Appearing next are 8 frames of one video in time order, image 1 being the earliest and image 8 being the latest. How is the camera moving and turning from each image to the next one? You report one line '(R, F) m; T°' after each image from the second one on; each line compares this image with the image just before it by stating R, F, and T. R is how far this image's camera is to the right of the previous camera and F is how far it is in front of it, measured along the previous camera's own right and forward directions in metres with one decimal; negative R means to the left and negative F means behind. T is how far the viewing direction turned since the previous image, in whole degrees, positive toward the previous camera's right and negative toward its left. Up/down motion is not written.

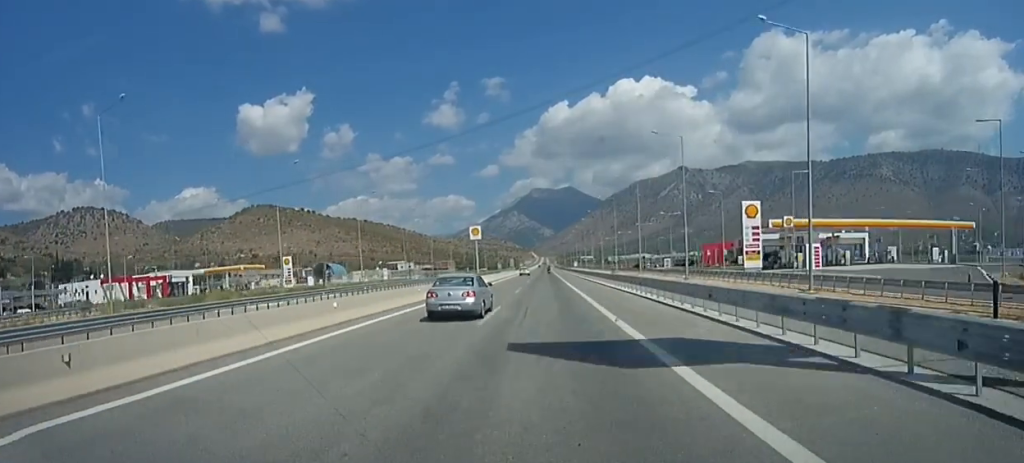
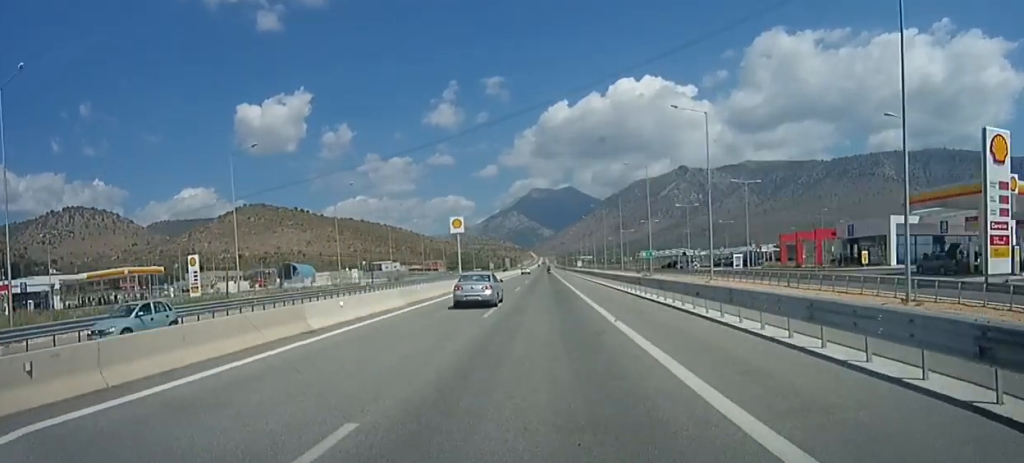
(-0.2, +32.5) m; 0°
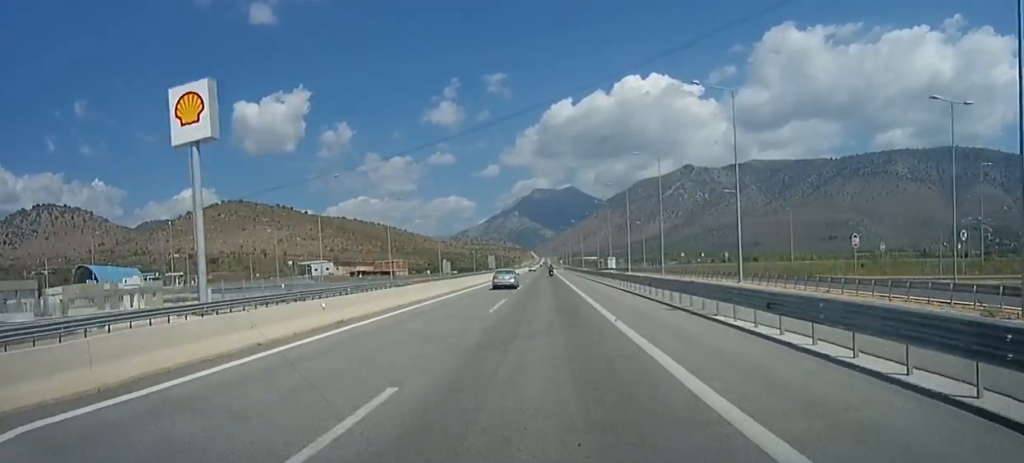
(-0.1, +105.7) m; 0°
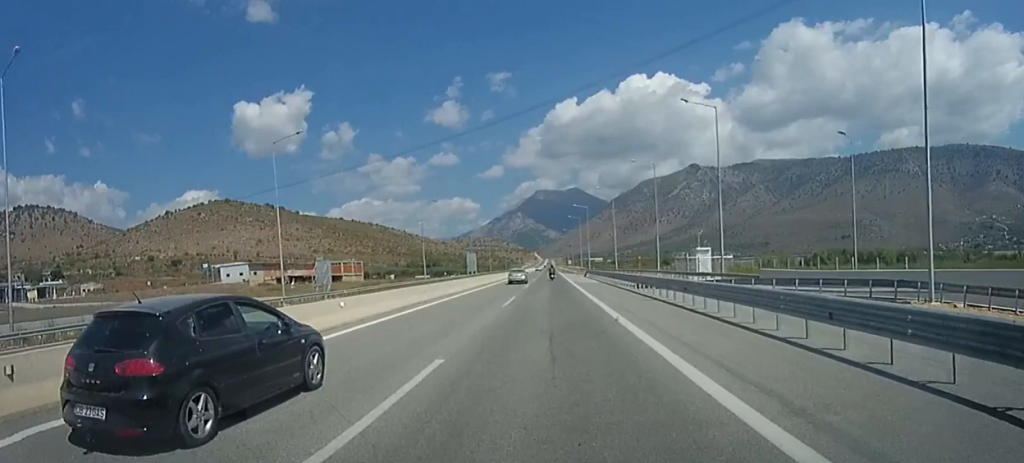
(+0.1, +70.6) m; -1°
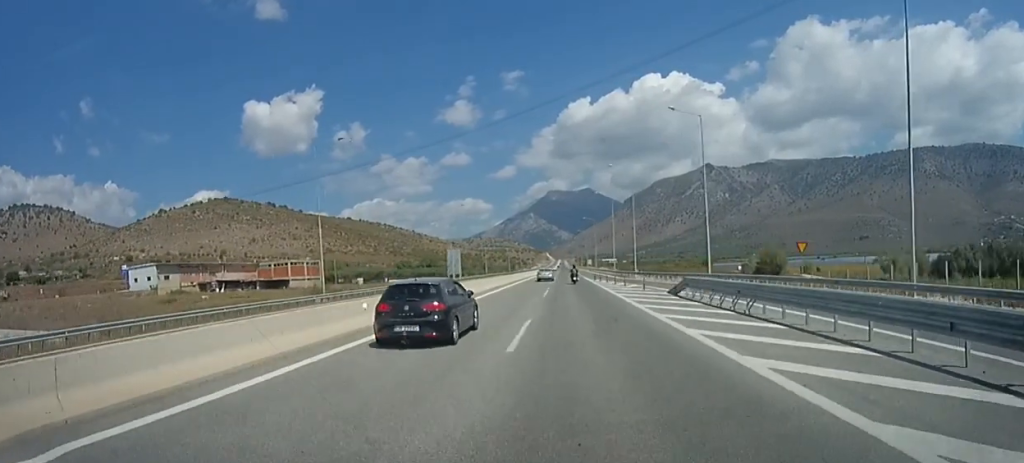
(-0.9, +48.2) m; 0°
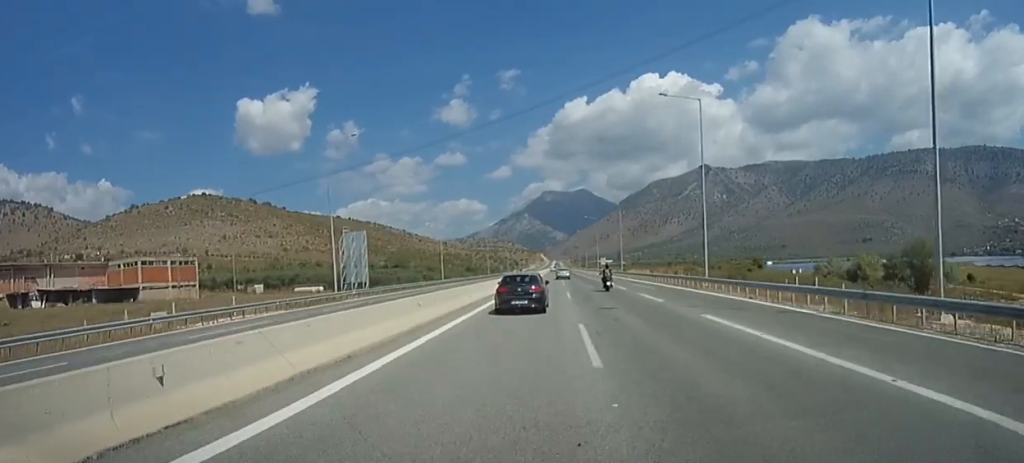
(+0.1, +56.3) m; +1°
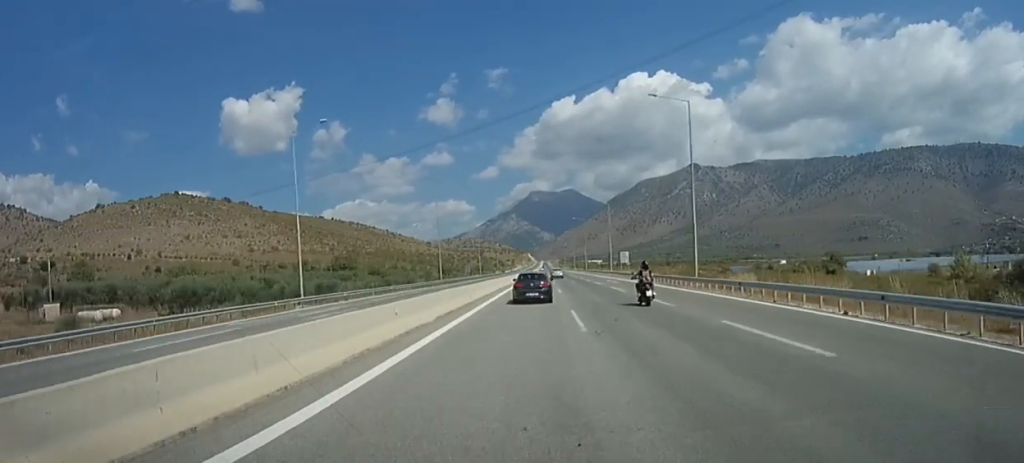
(+0.4, +49.0) m; 0°
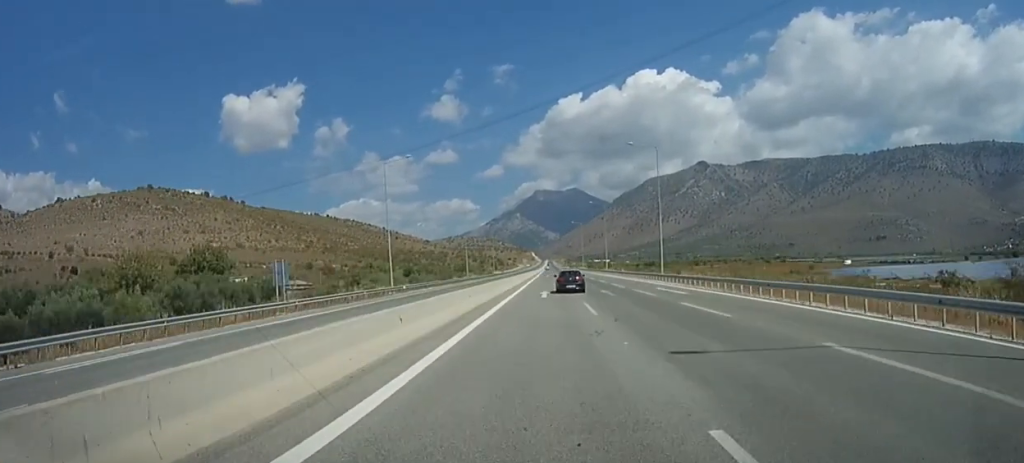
(-0.2, +86.2) m; 0°
